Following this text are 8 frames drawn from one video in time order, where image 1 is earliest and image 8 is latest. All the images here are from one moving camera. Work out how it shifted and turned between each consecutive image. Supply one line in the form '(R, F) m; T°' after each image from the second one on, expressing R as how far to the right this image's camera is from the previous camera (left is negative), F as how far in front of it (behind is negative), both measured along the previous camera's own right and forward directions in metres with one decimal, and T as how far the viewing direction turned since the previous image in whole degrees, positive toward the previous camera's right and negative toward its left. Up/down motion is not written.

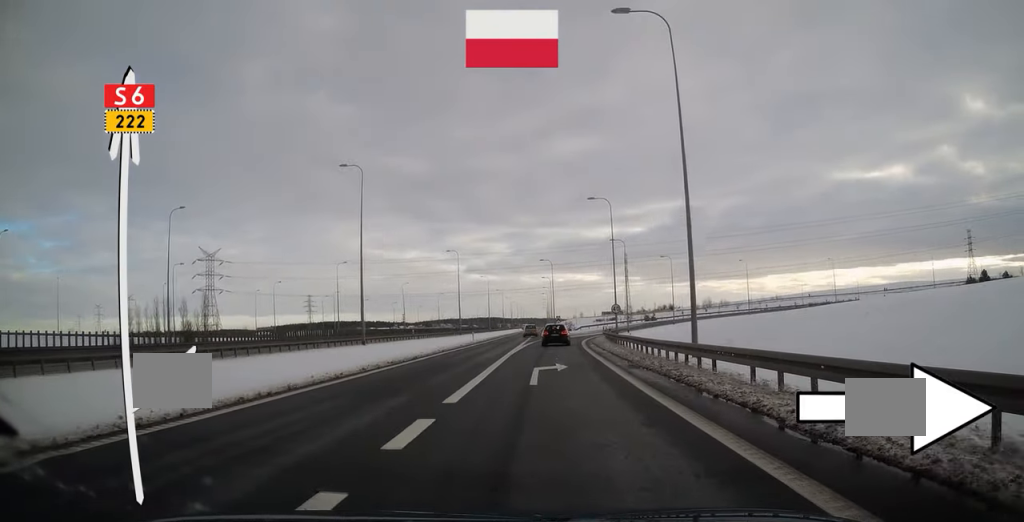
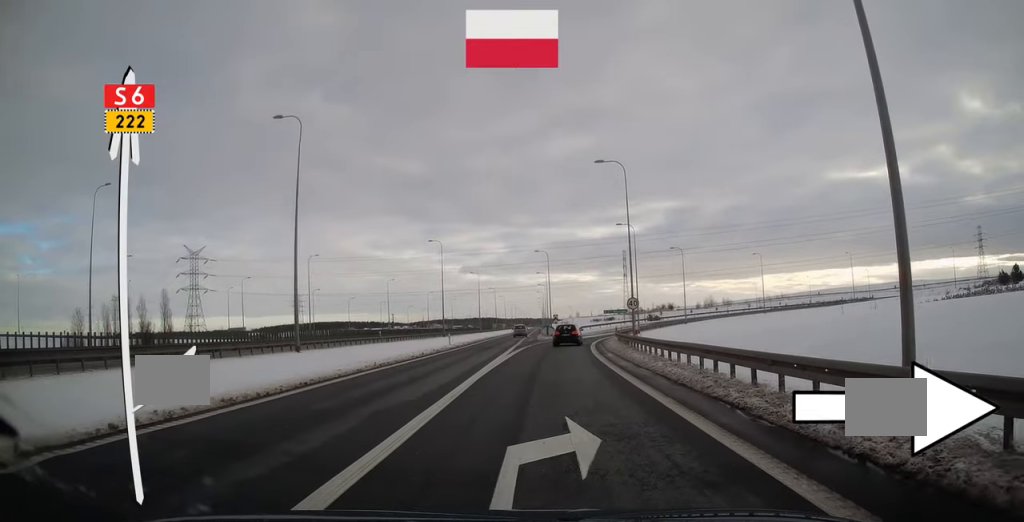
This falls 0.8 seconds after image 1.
(+0.2, +12.1) m; +1°
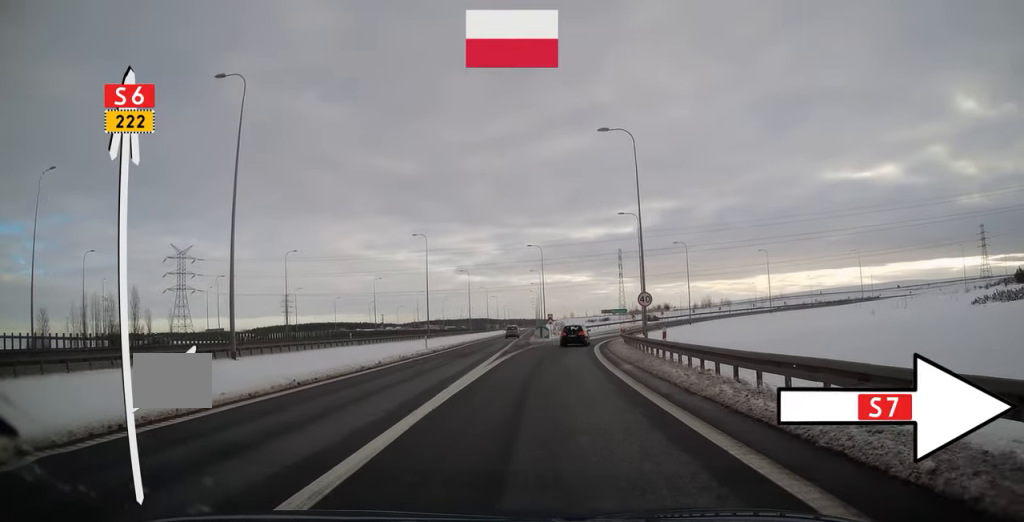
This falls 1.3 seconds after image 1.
(0.0, +6.8) m; 0°
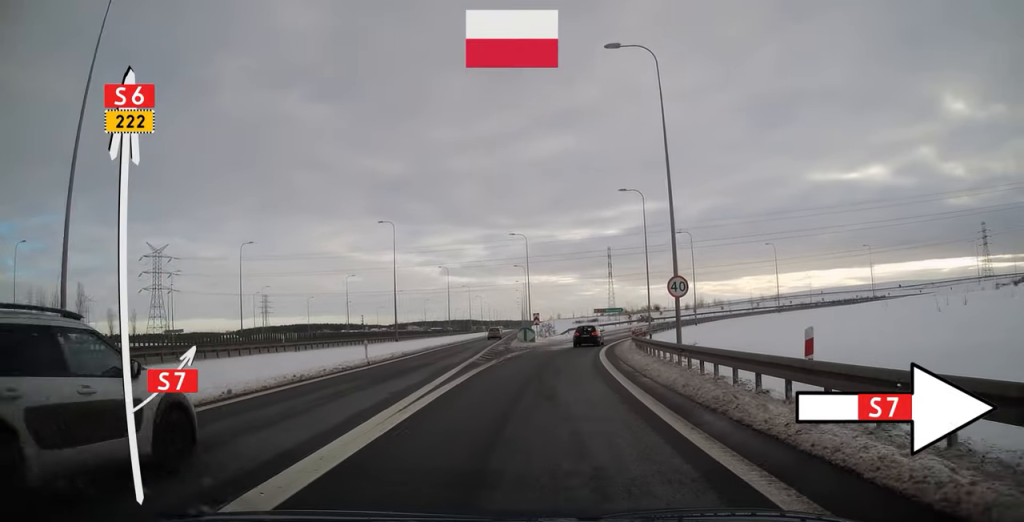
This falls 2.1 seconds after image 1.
(0.0, +10.7) m; +1°
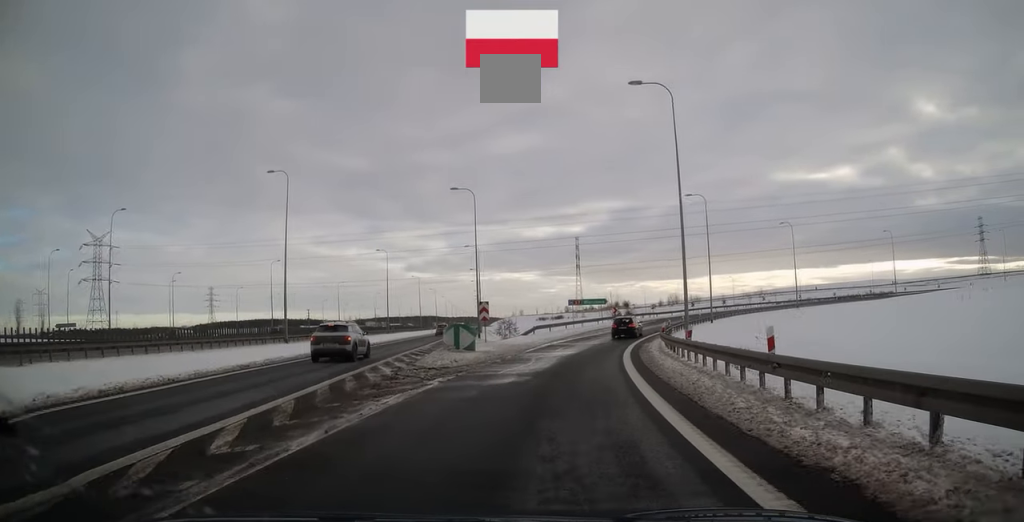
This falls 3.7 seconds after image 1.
(+0.6, +21.7) m; +4°
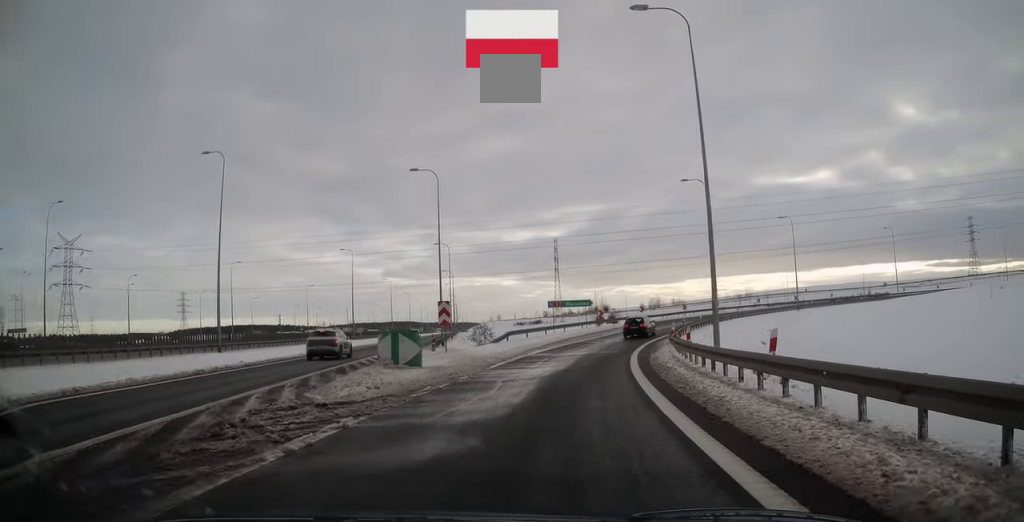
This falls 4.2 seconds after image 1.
(+0.2, +7.6) m; +2°
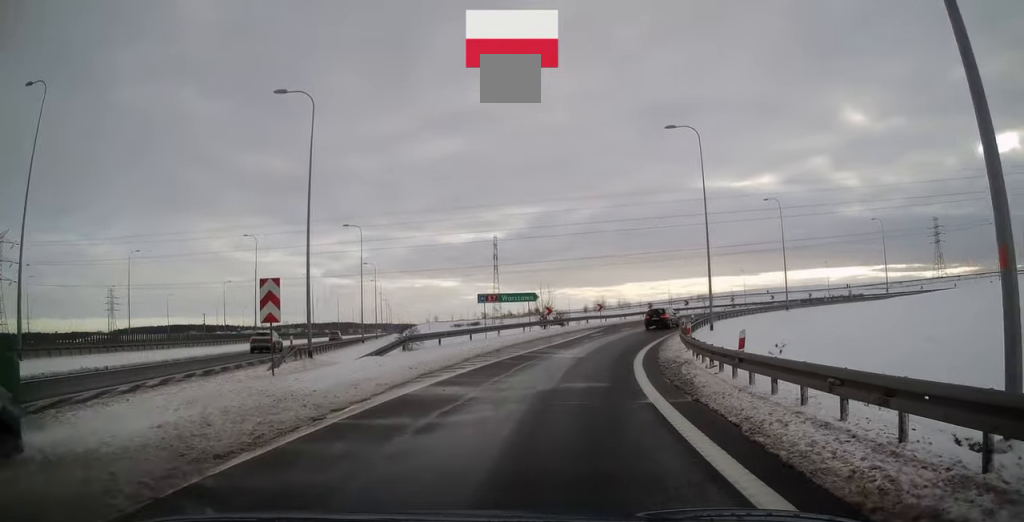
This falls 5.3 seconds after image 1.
(+0.5, +14.7) m; +5°
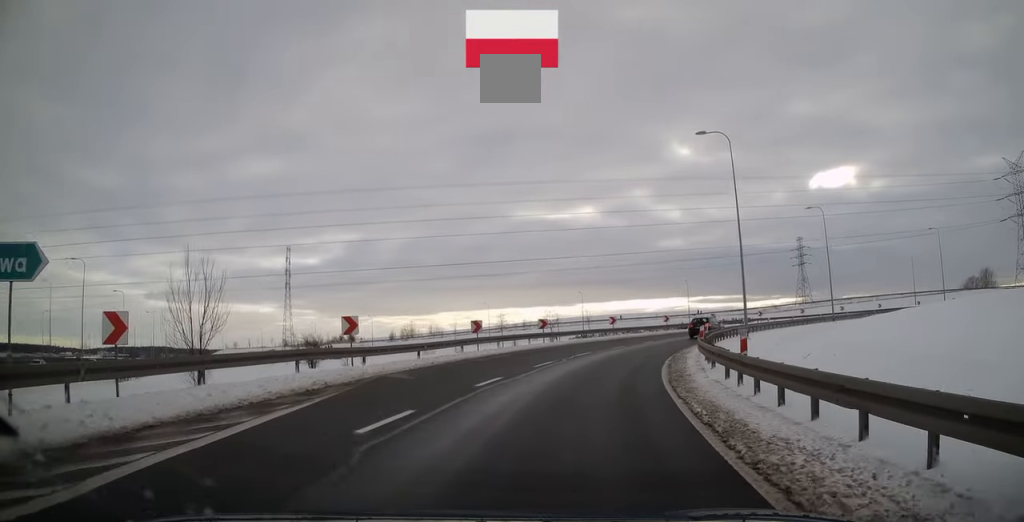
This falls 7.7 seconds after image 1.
(+4.4, +33.4) m; +18°
